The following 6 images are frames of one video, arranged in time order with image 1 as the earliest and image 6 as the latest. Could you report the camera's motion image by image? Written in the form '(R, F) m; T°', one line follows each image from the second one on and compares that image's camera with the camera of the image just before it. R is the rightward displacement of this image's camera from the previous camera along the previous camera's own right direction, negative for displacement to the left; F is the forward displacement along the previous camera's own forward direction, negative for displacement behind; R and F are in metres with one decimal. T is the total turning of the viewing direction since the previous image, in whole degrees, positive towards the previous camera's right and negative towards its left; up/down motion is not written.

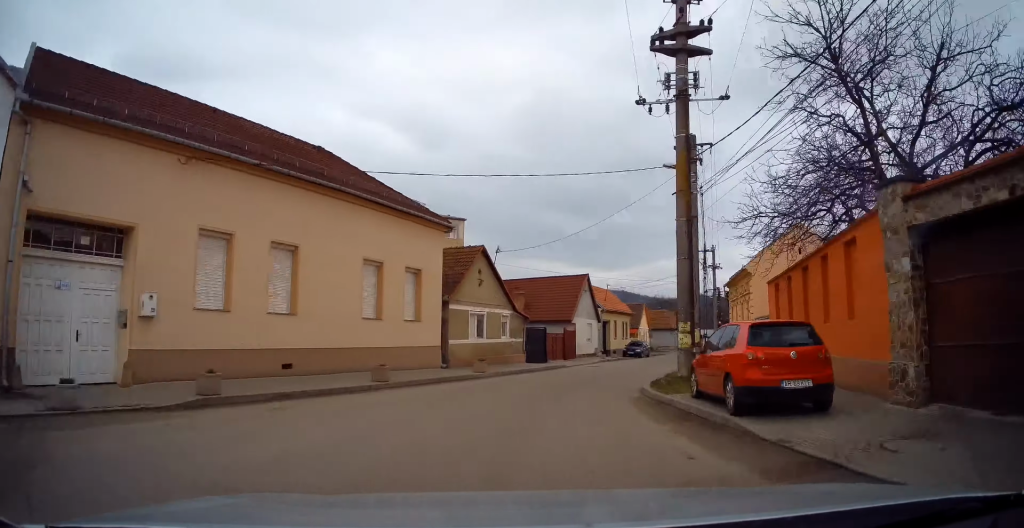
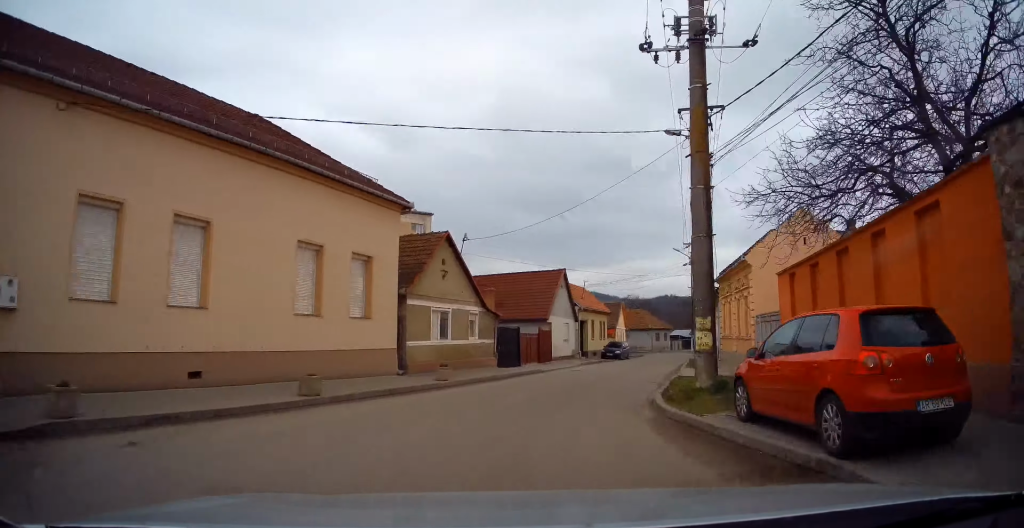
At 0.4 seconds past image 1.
(+0.1, +3.5) m; +3°
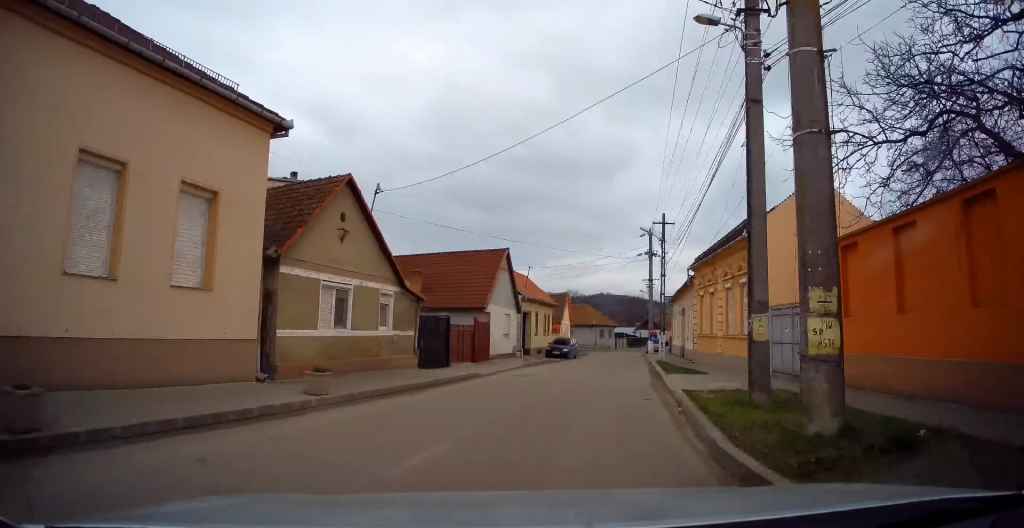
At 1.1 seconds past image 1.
(+0.3, +6.5) m; +6°
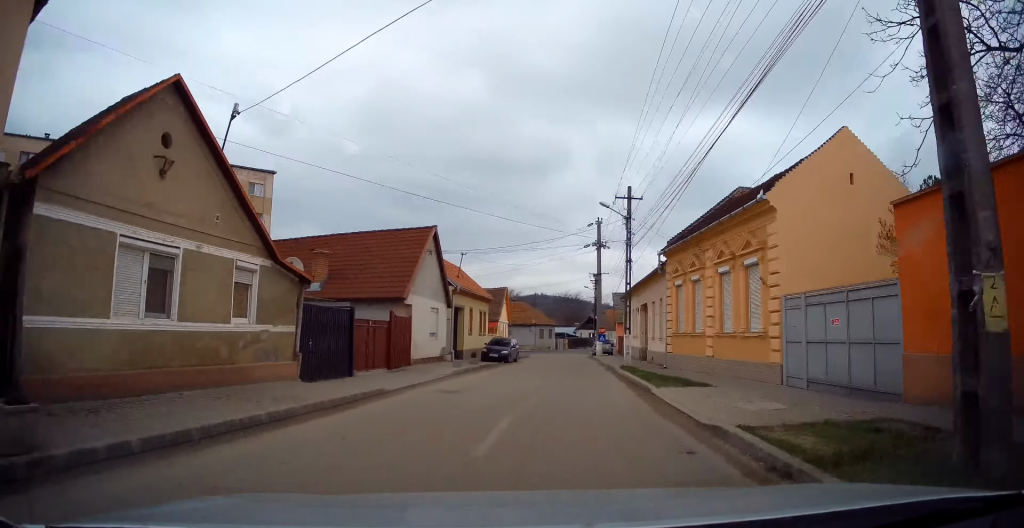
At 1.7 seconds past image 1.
(0.0, +5.7) m; +5°
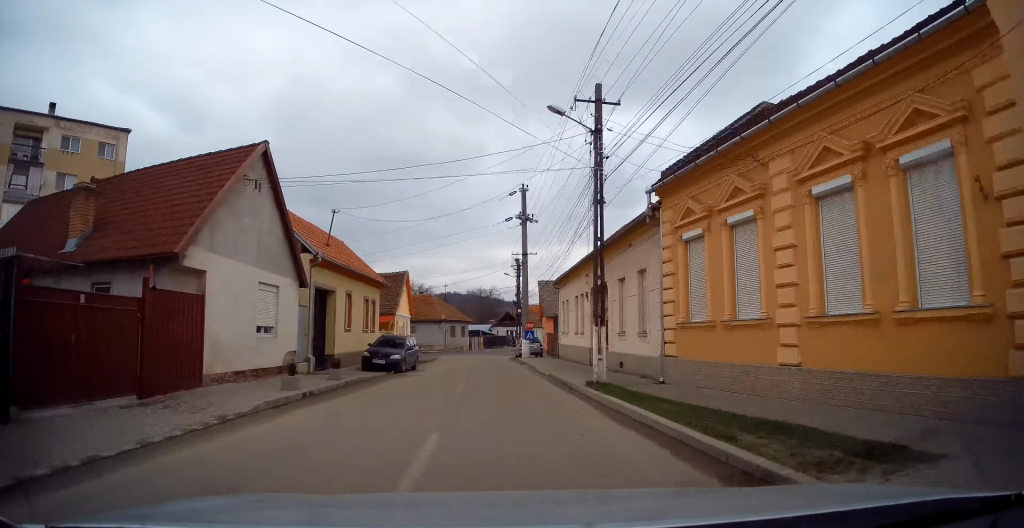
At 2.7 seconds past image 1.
(+0.9, +9.8) m; +8°
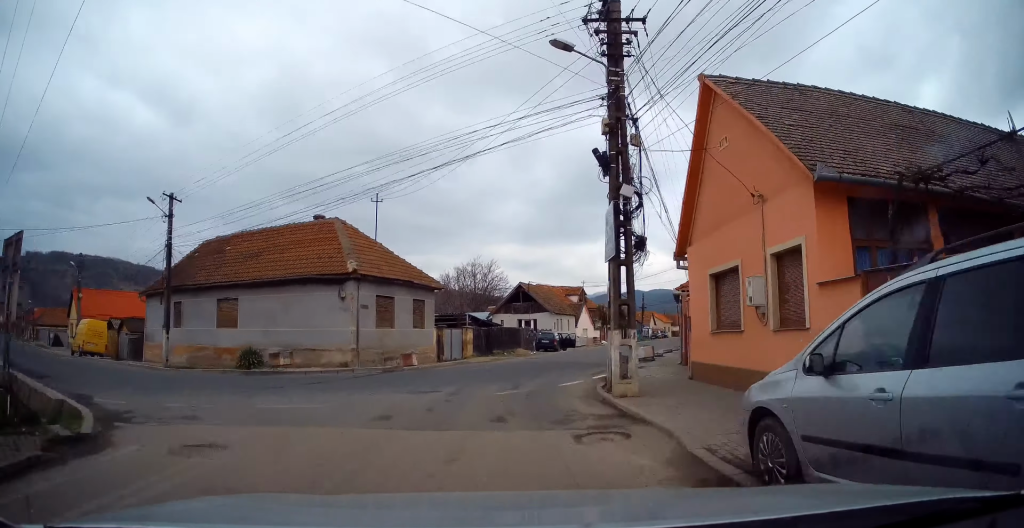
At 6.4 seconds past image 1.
(+0.8, +36.8) m; -1°
